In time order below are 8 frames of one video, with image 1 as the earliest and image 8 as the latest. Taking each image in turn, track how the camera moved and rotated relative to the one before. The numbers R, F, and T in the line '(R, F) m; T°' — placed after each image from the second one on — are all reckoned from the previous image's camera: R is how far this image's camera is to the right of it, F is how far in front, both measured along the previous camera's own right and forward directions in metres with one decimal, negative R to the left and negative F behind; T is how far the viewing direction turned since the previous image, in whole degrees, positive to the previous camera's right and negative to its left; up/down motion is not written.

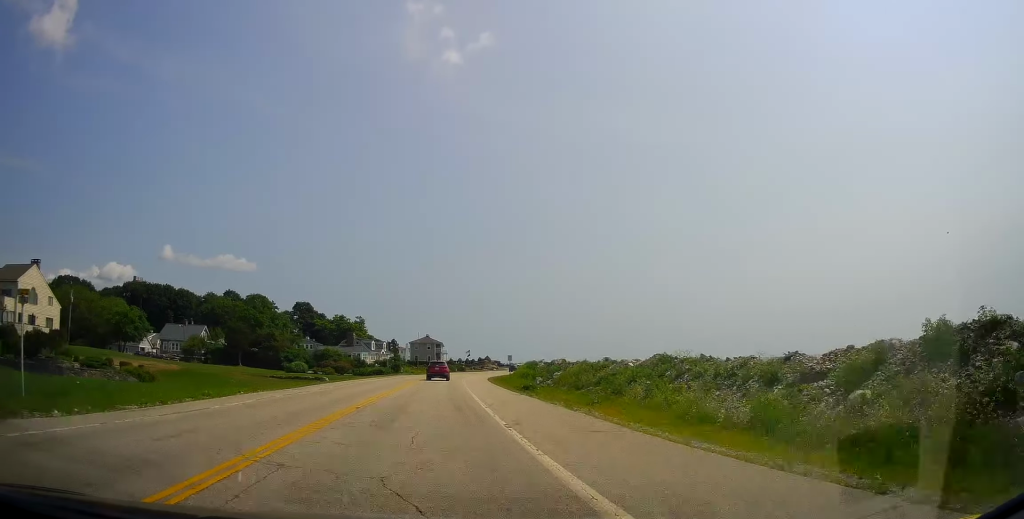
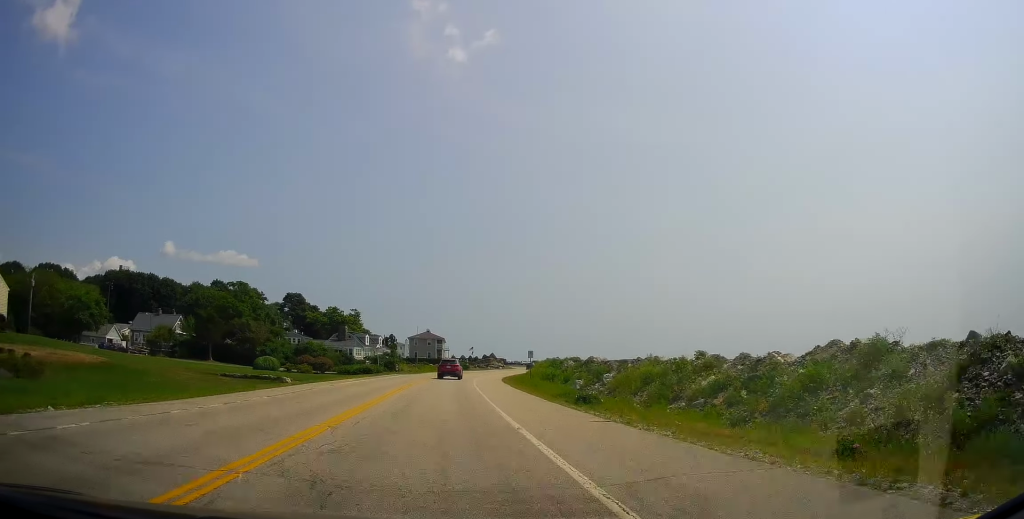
(+0.3, +13.1) m; +3°
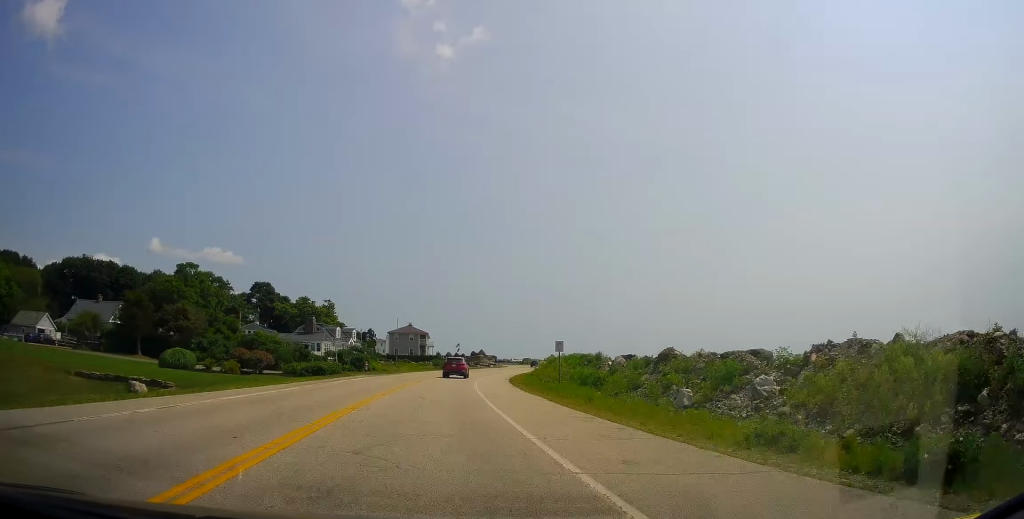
(+0.5, +17.5) m; +1°
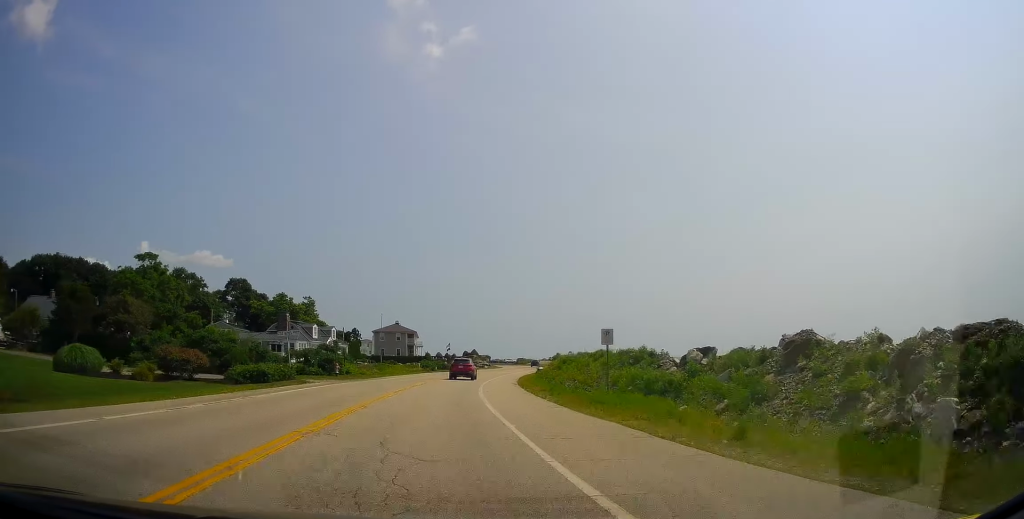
(-0.1, +11.5) m; +1°
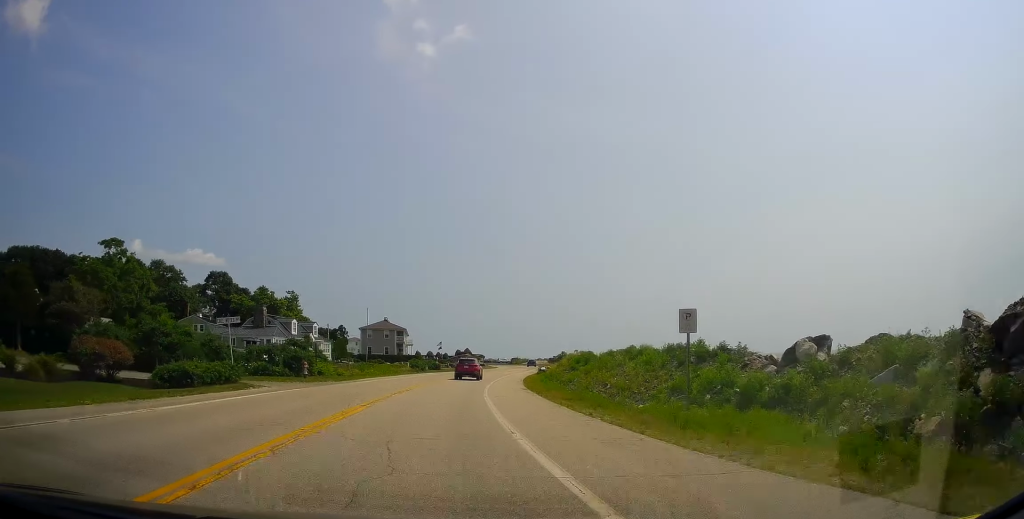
(0.0, +8.2) m; +1°
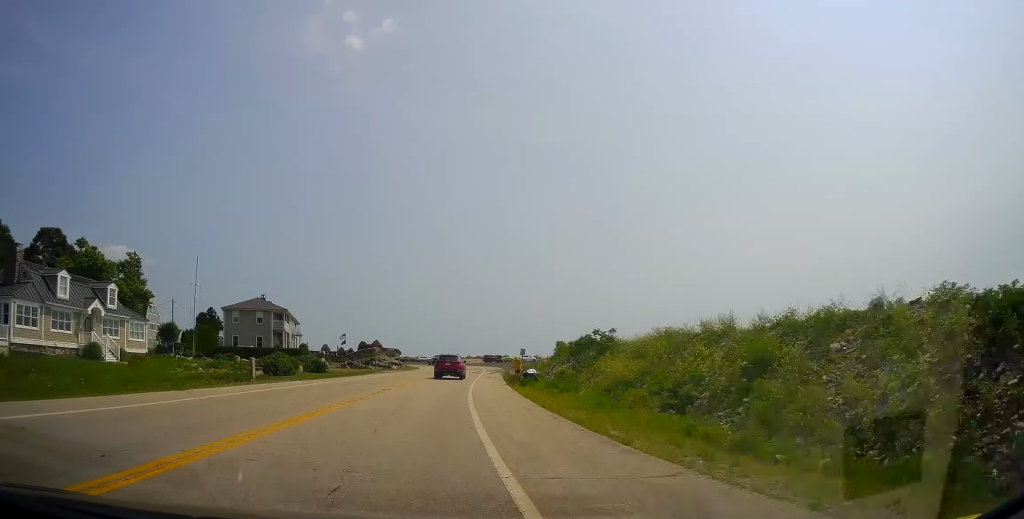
(+3.2, +40.4) m; +8°
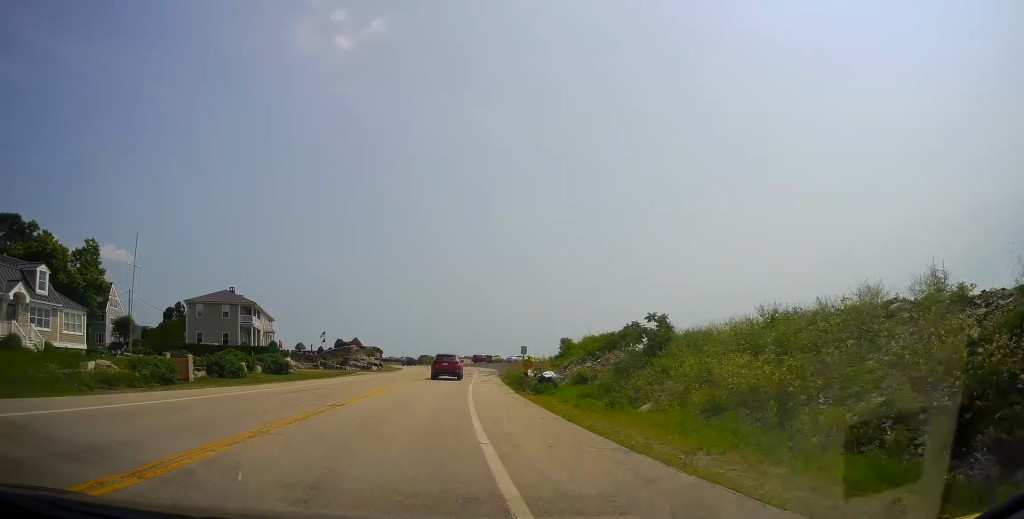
(-0.1, +8.9) m; +2°
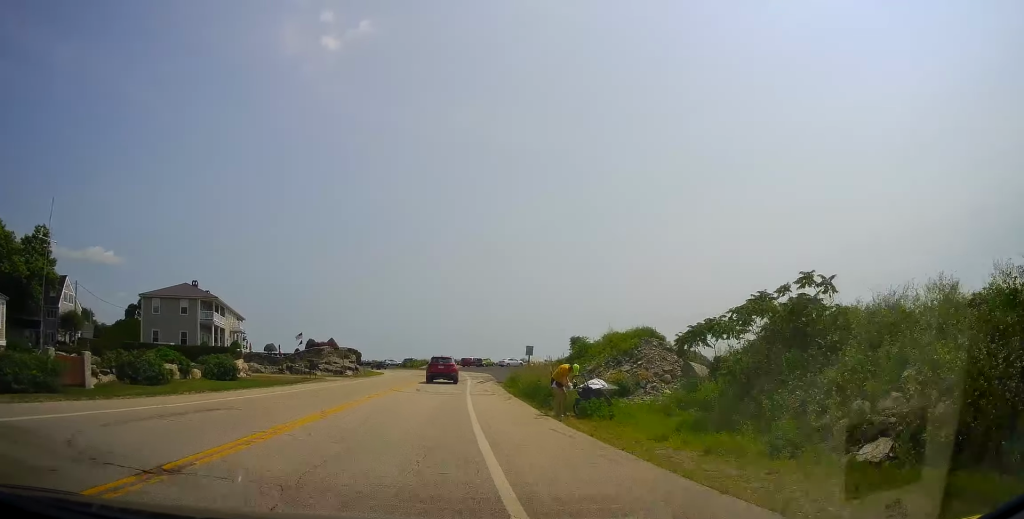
(+0.6, +9.3) m; +3°
